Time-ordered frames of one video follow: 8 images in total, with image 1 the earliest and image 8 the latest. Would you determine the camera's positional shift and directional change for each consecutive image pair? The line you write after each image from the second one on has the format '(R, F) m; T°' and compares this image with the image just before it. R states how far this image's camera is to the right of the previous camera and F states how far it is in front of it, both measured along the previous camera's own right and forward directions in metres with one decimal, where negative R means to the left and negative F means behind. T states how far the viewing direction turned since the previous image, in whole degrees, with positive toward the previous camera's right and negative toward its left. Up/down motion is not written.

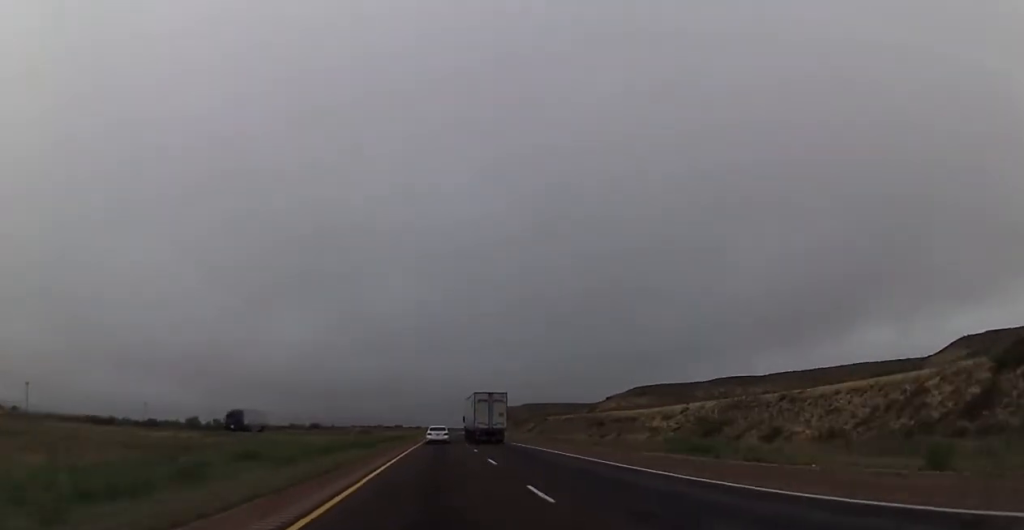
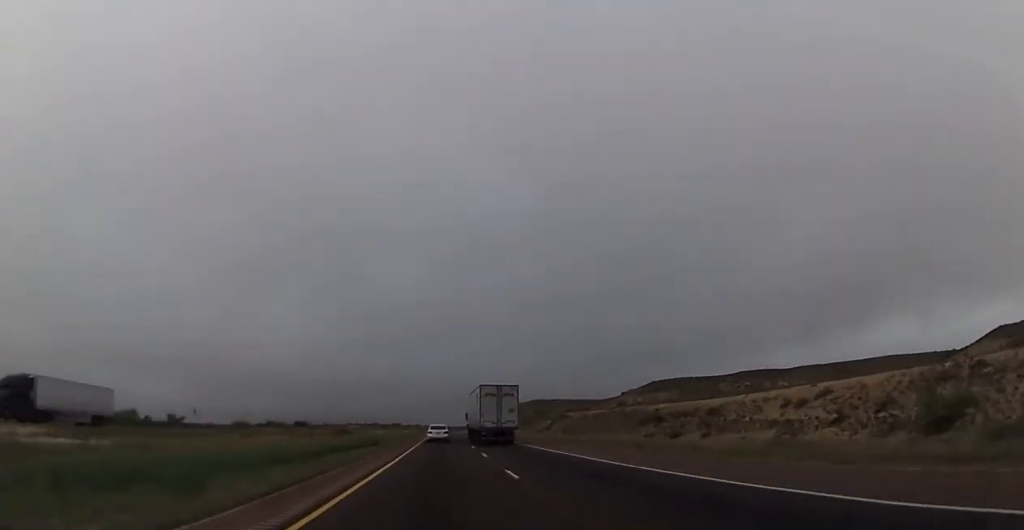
(-0.2, +30.6) m; -1°
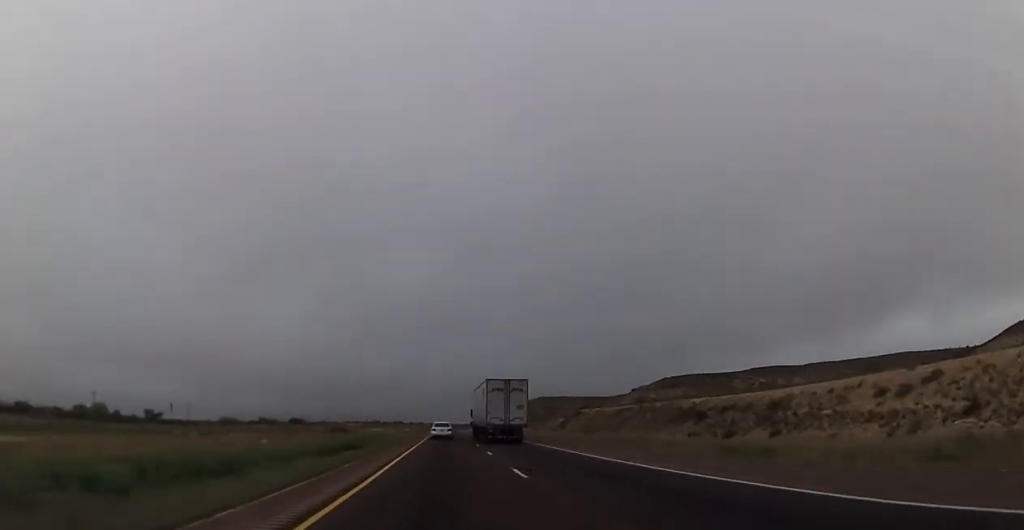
(0.0, +12.5) m; 0°
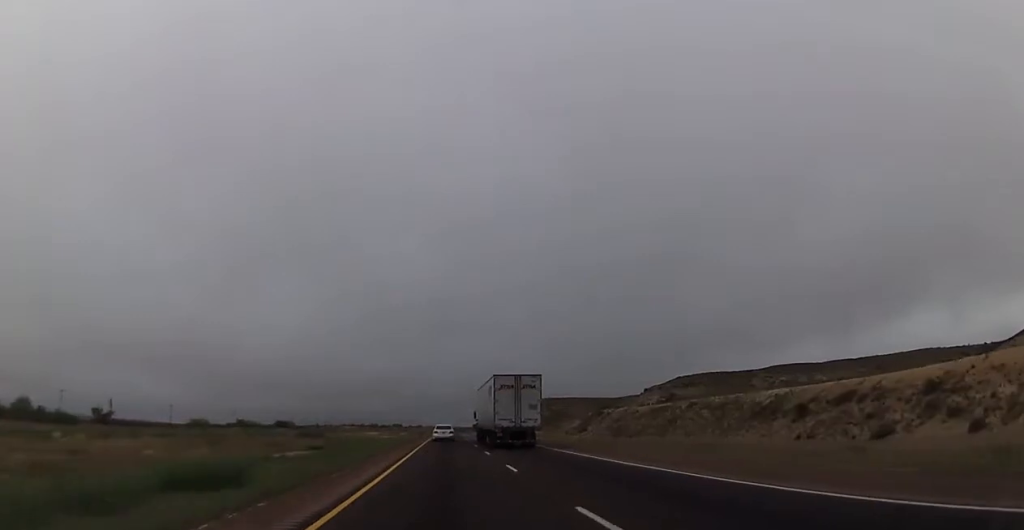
(0.0, +20.8) m; 0°
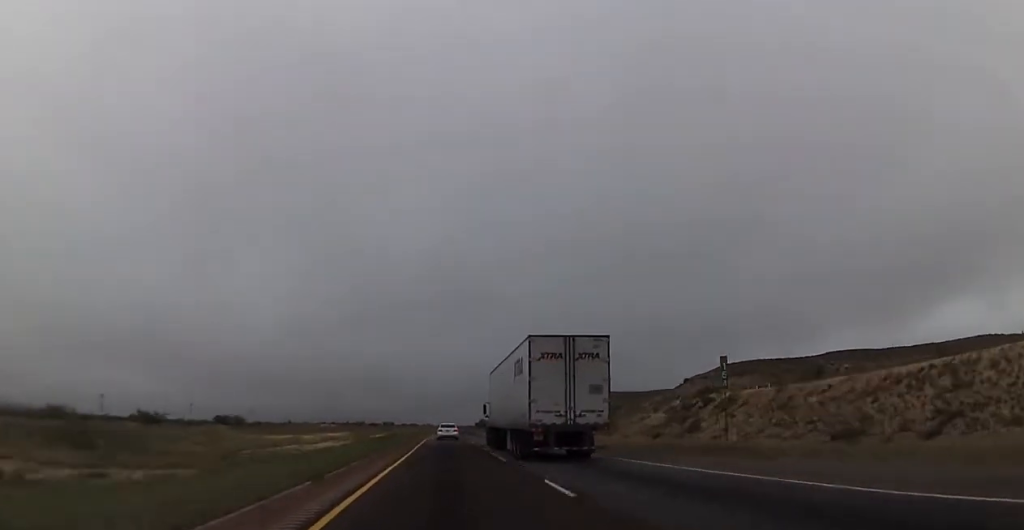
(+0.3, +56.3) m; +1°
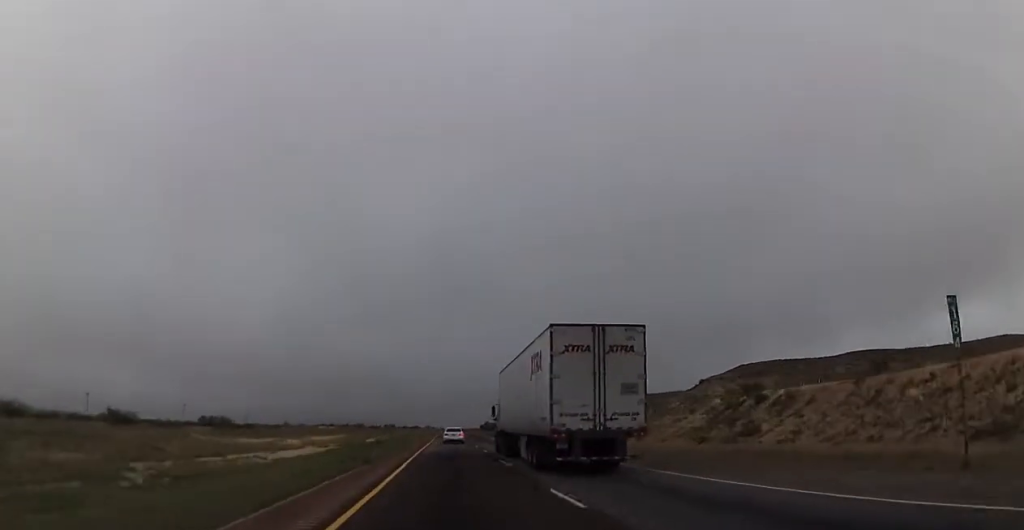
(+0.1, +12.6) m; 0°
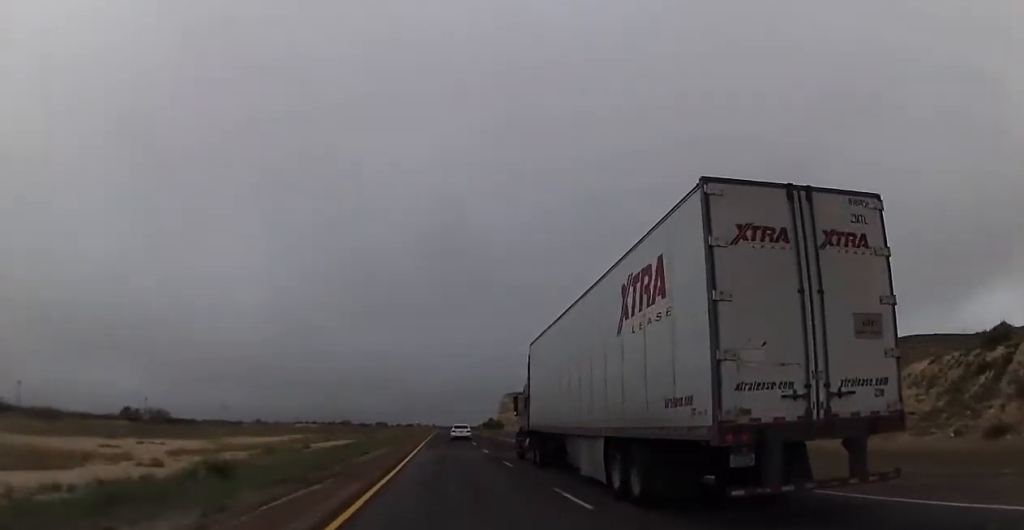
(-0.5, +37.1) m; 0°
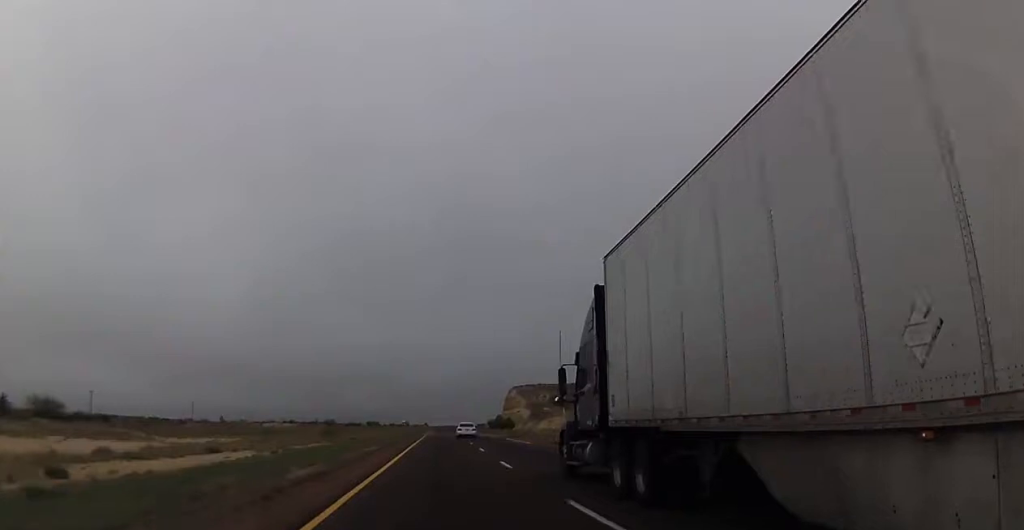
(+0.7, +39.0) m; +1°
